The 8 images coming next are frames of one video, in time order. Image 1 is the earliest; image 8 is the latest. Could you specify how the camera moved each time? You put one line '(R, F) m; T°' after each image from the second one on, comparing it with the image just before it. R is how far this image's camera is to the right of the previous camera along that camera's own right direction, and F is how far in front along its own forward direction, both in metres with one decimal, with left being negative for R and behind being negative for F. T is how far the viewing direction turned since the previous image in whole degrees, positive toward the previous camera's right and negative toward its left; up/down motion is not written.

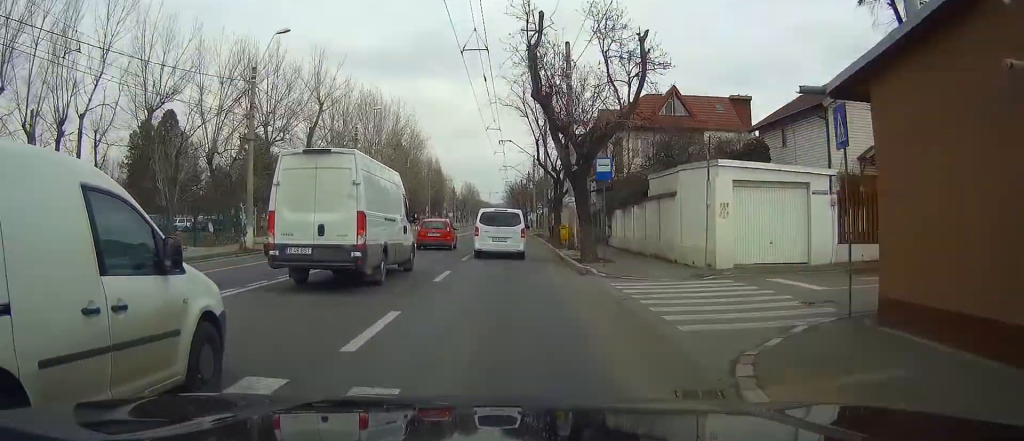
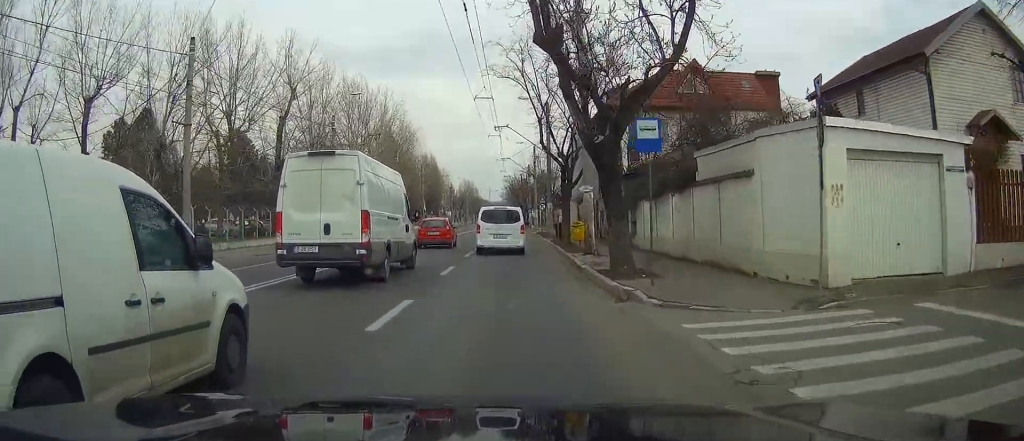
(+0.1, +7.4) m; 0°
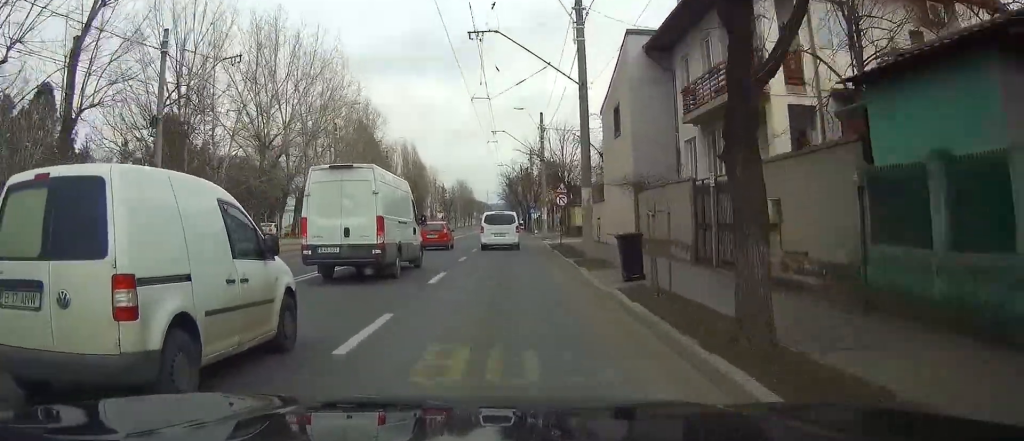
(0.0, +27.1) m; 0°
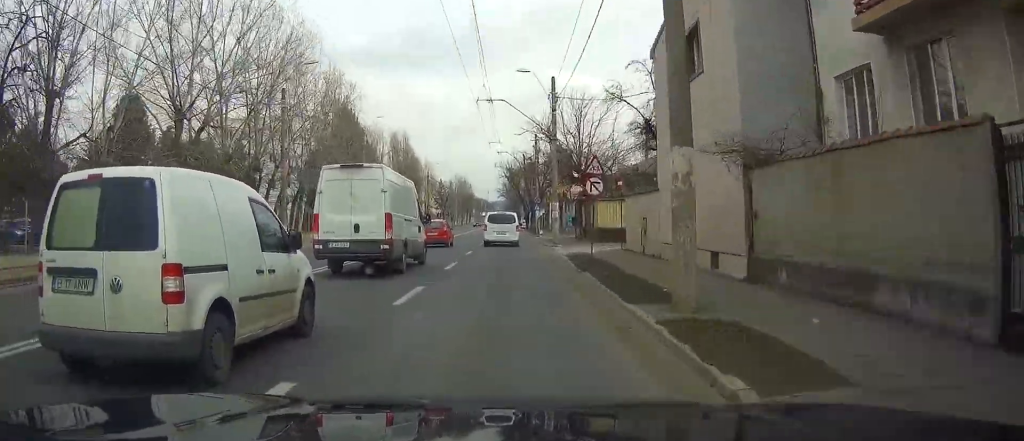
(-0.1, +13.4) m; 0°
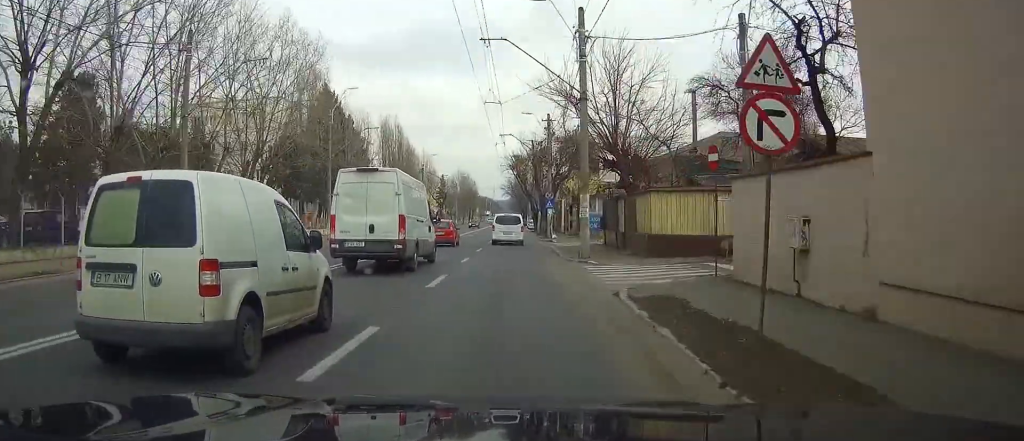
(0.0, +14.0) m; 0°
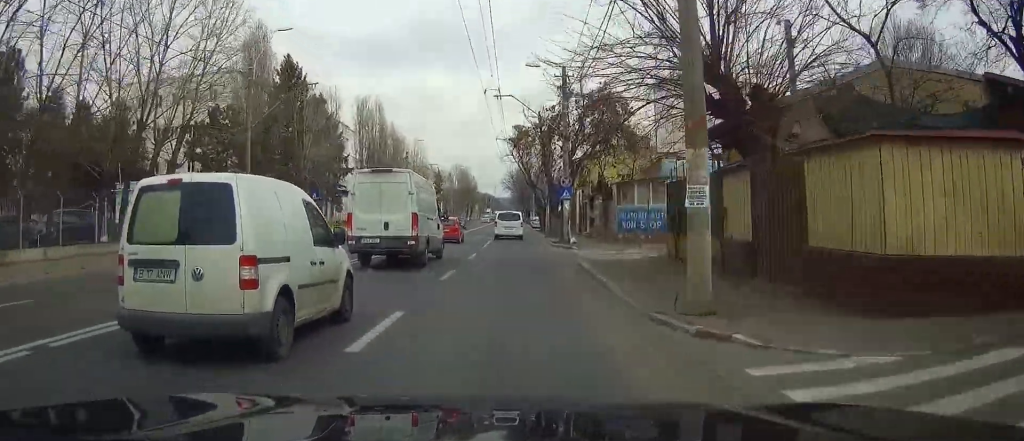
(-0.1, +16.4) m; 0°
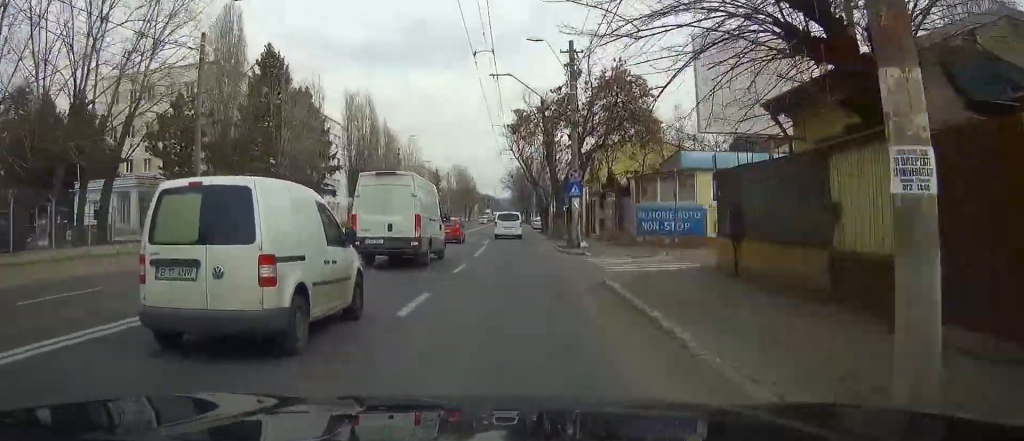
(-0.1, +5.9) m; 0°
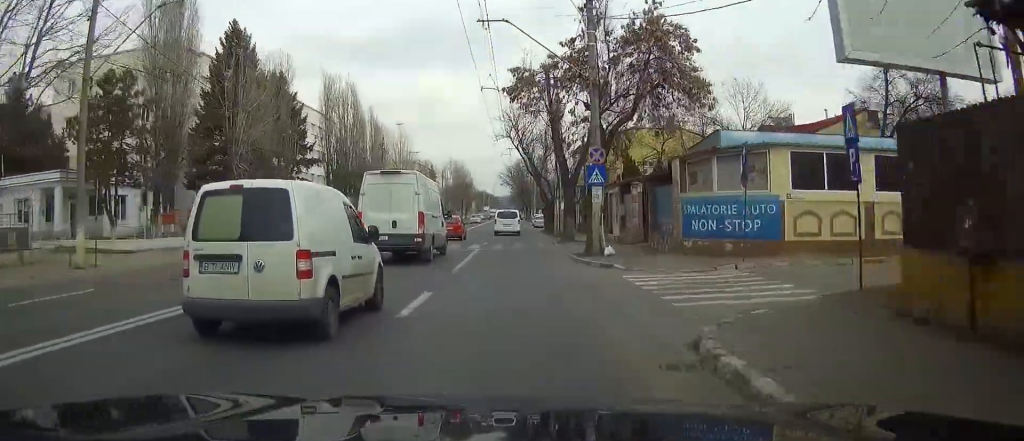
(+0.1, +8.9) m; 0°
